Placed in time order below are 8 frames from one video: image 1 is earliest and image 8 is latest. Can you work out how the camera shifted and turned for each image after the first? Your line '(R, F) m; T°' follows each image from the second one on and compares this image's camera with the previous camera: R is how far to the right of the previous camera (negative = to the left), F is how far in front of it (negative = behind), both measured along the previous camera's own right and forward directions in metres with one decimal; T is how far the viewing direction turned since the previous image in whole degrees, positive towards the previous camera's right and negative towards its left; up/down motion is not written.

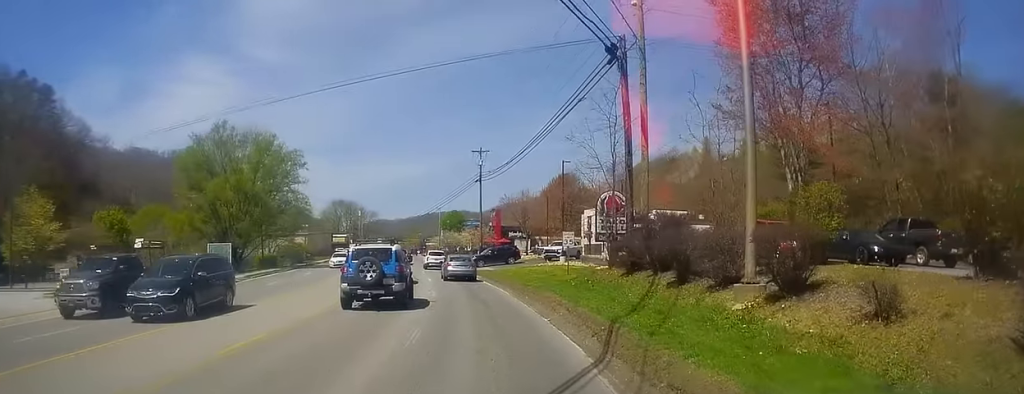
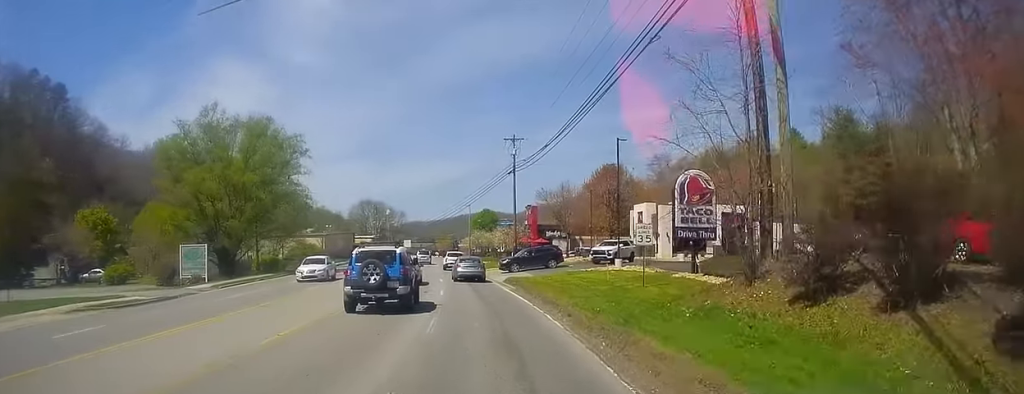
(-0.7, +10.5) m; -4°
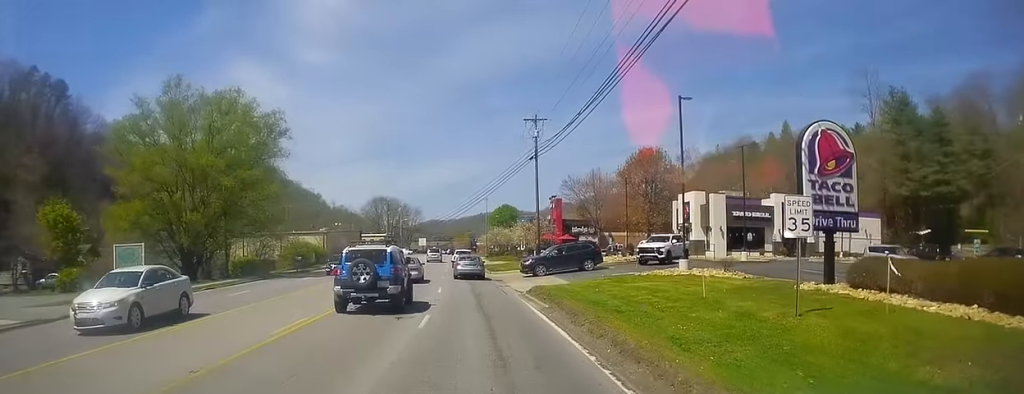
(-0.1, +10.7) m; -2°
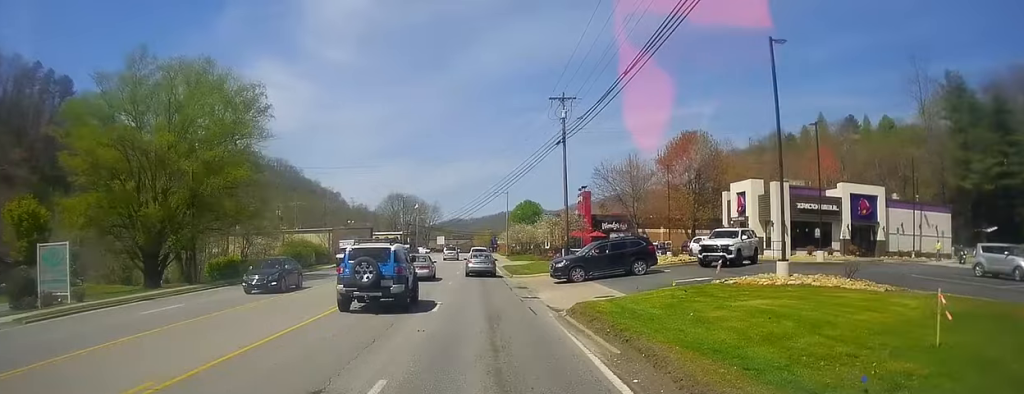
(-0.2, +8.6) m; 0°
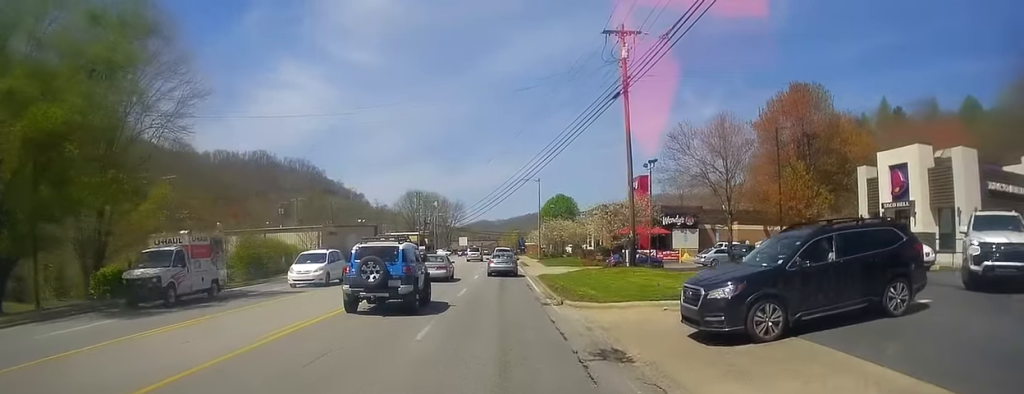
(+0.1, +18.0) m; -1°
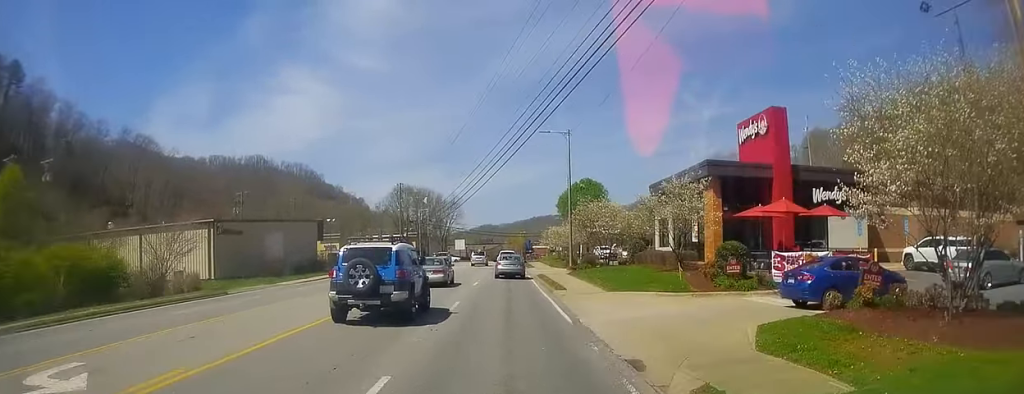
(-2.3, +30.6) m; -3°
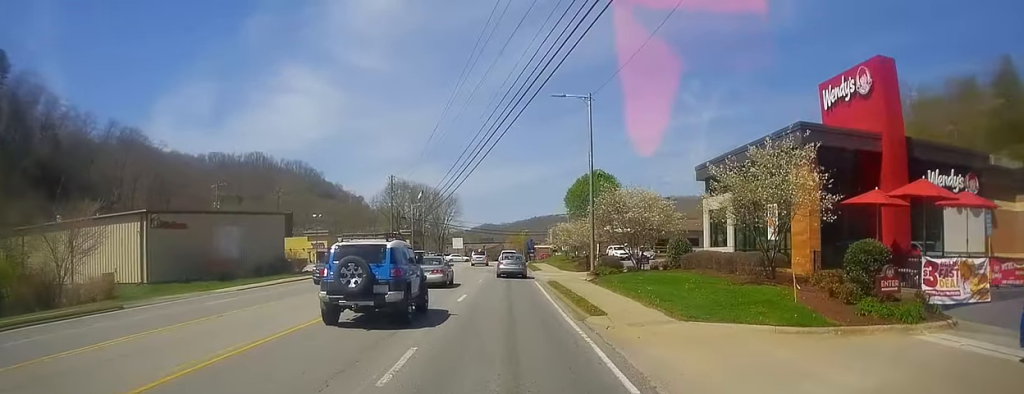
(+0.8, +9.9) m; +1°
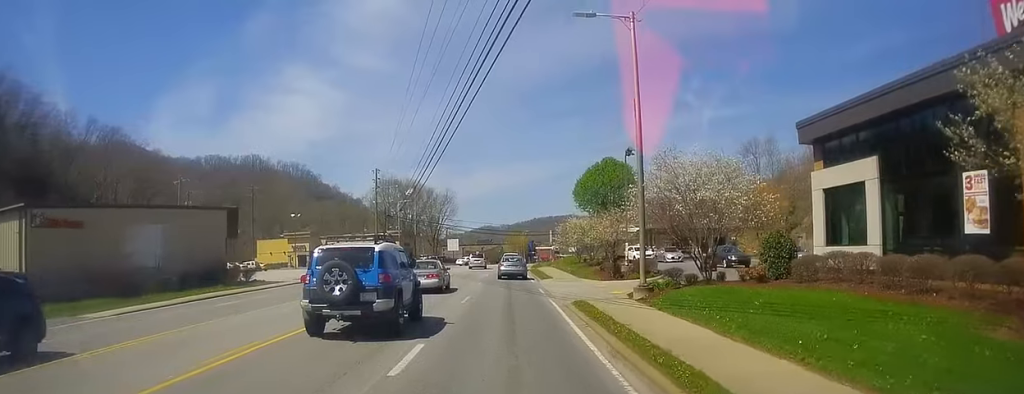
(-0.4, +11.6) m; 0°
